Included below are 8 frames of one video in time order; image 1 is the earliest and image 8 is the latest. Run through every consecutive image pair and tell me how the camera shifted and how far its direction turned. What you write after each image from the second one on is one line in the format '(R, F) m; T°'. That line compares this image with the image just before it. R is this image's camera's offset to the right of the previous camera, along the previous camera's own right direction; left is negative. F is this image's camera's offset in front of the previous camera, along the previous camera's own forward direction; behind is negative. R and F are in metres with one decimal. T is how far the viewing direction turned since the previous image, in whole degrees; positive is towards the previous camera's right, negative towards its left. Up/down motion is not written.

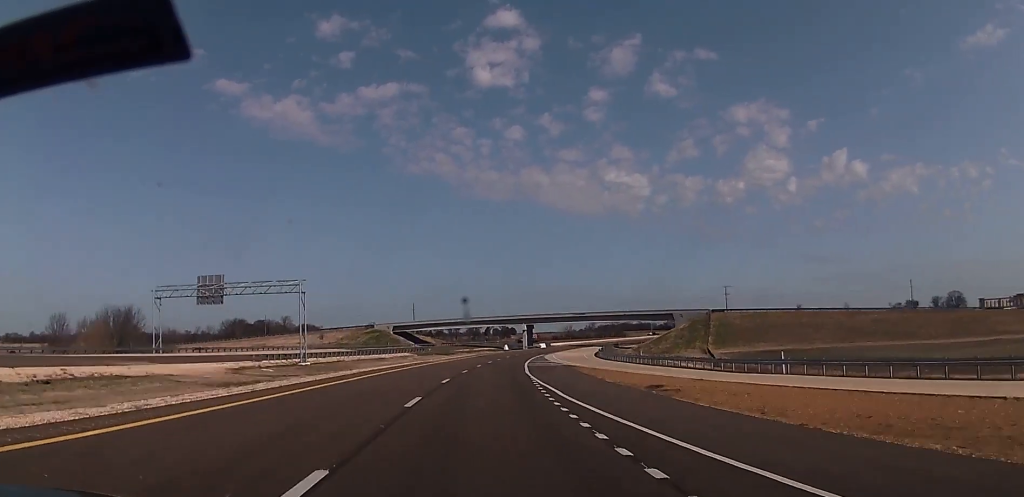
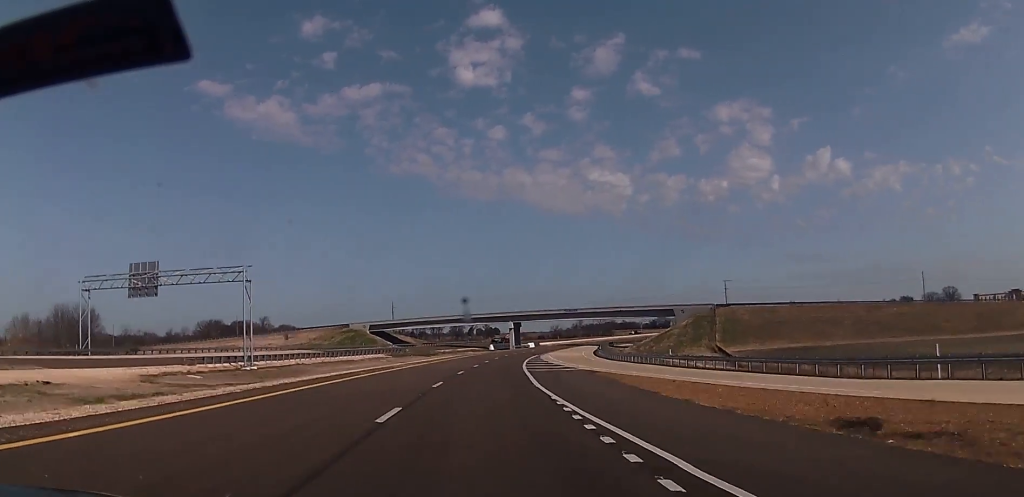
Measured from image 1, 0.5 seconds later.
(-0.2, +16.0) m; +1°
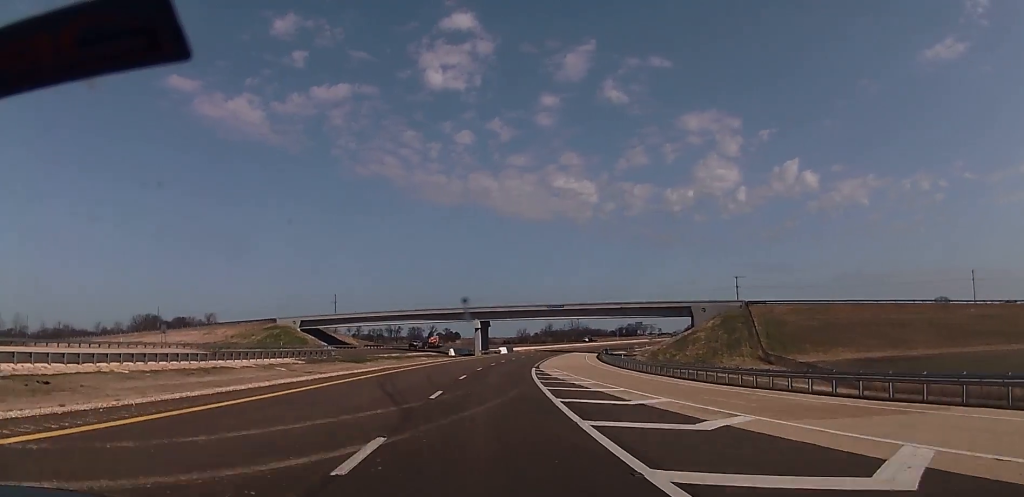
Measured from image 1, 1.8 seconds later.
(+1.9, +41.7) m; +4°
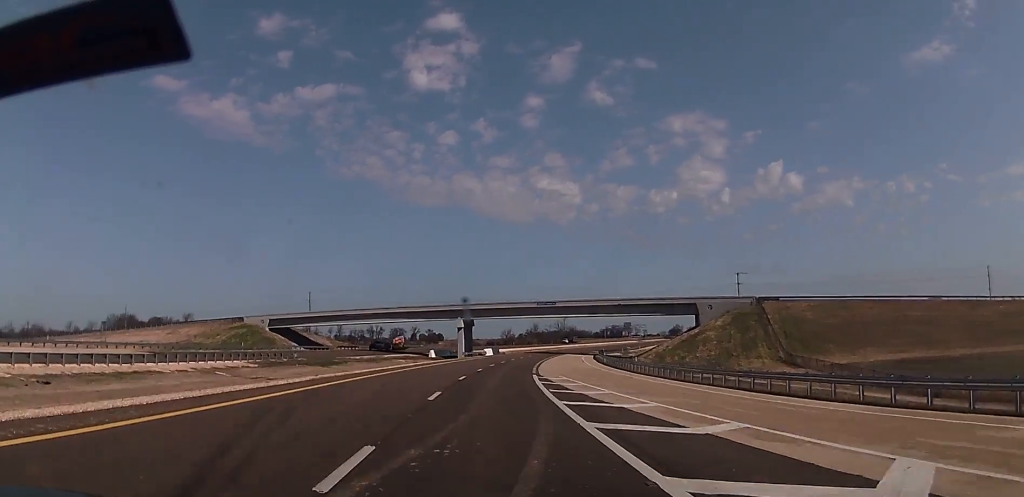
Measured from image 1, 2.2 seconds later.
(+0.3, +12.9) m; +1°
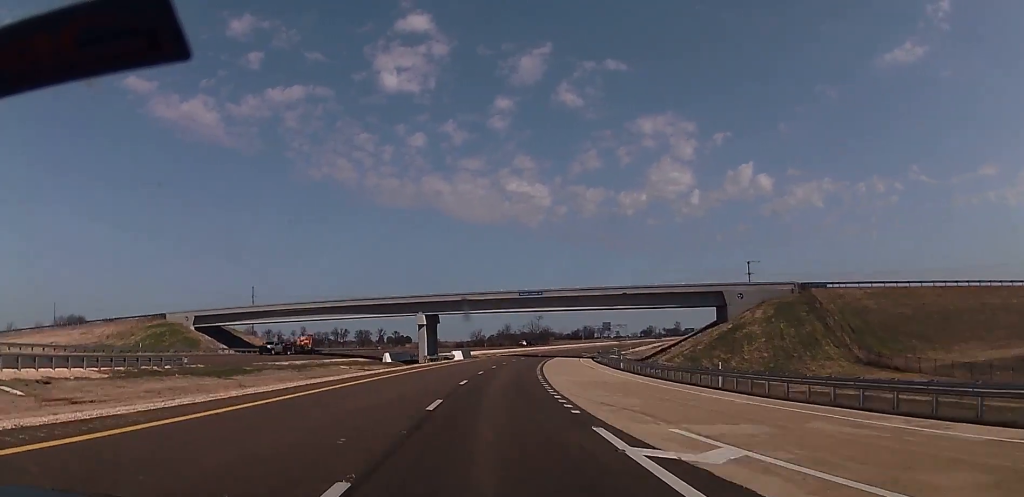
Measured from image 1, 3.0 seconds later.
(+0.3, +27.0) m; +2°
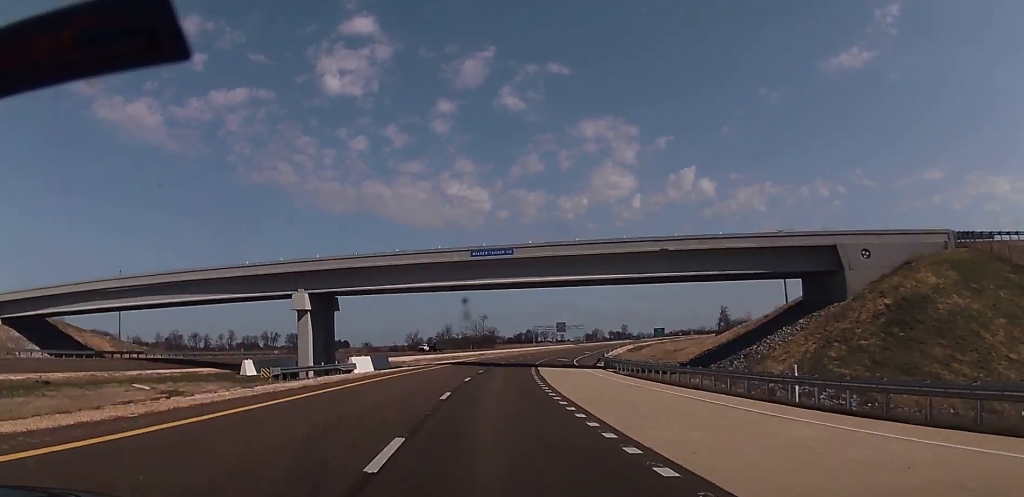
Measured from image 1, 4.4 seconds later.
(+1.0, +44.2) m; +4°
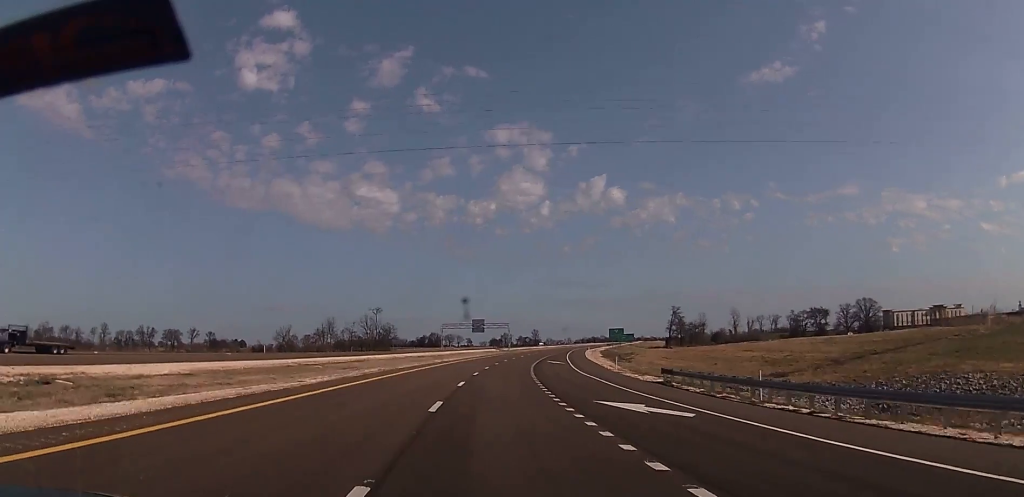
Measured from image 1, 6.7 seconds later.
(+6.2, +76.7) m; +8°
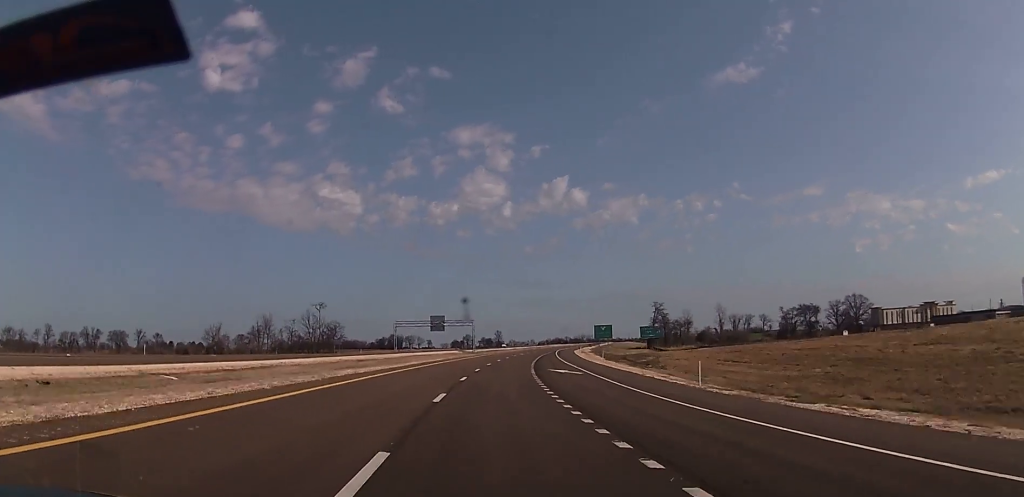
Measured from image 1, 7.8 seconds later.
(+0.7, +34.3) m; +3°
